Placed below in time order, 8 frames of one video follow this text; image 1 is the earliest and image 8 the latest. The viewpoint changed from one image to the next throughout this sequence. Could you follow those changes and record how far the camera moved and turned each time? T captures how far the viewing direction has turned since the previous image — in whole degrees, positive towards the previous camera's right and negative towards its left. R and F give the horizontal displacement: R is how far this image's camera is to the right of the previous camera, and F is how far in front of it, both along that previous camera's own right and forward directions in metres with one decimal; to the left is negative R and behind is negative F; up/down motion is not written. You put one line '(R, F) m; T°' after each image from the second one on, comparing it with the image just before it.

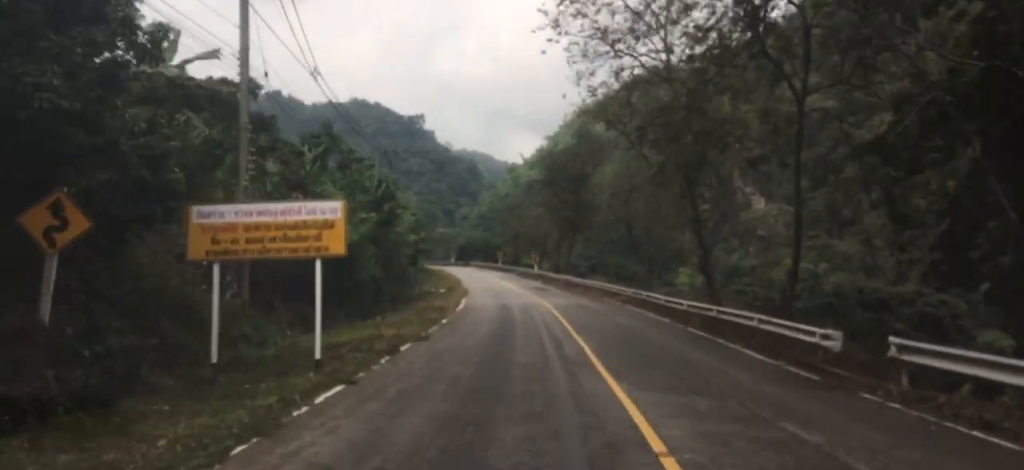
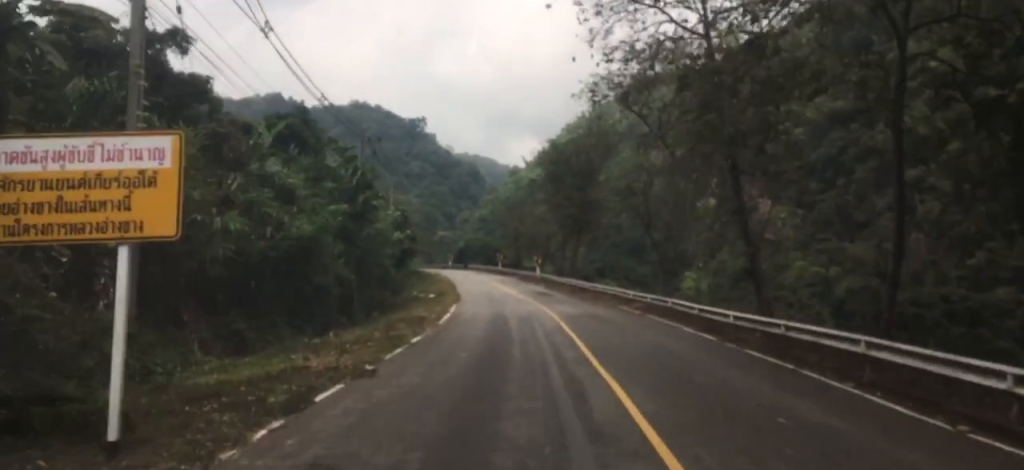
(-0.1, +6.1) m; 0°
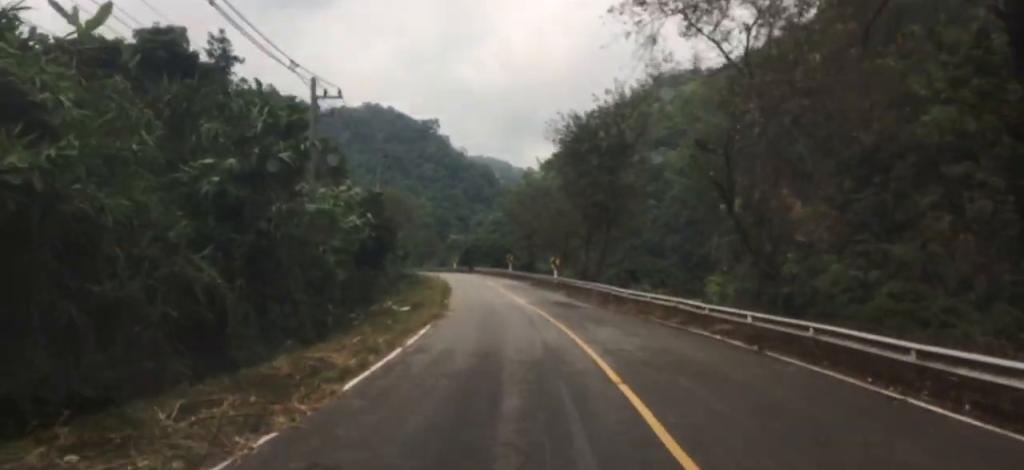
(-0.3, +13.3) m; -2°
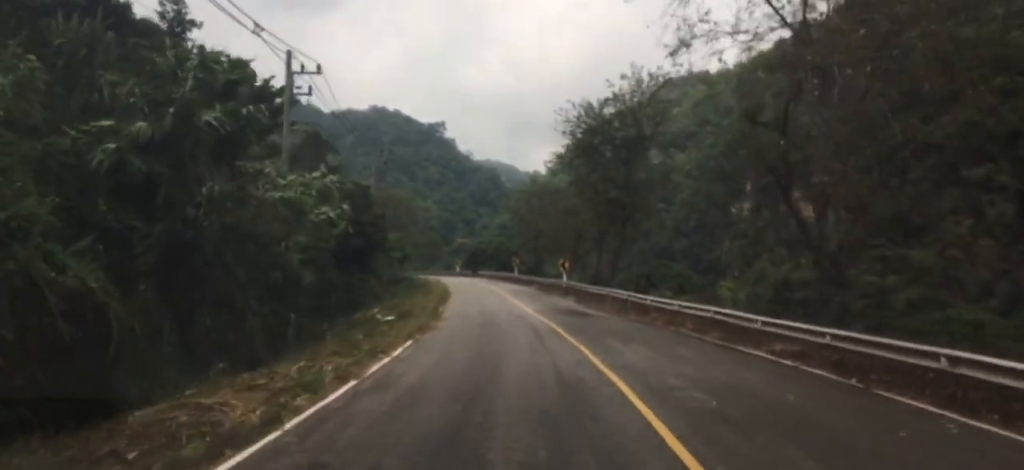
(+0.3, +4.6) m; -1°
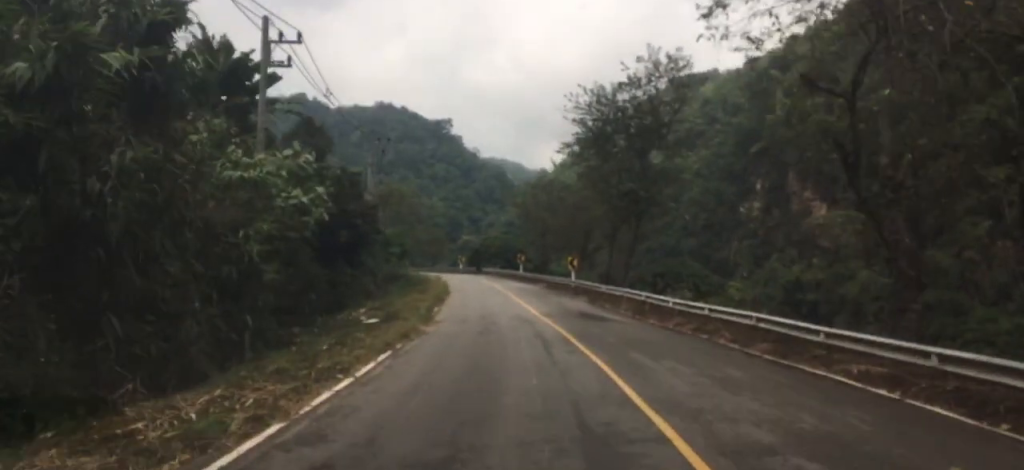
(-0.6, +8.4) m; -4°
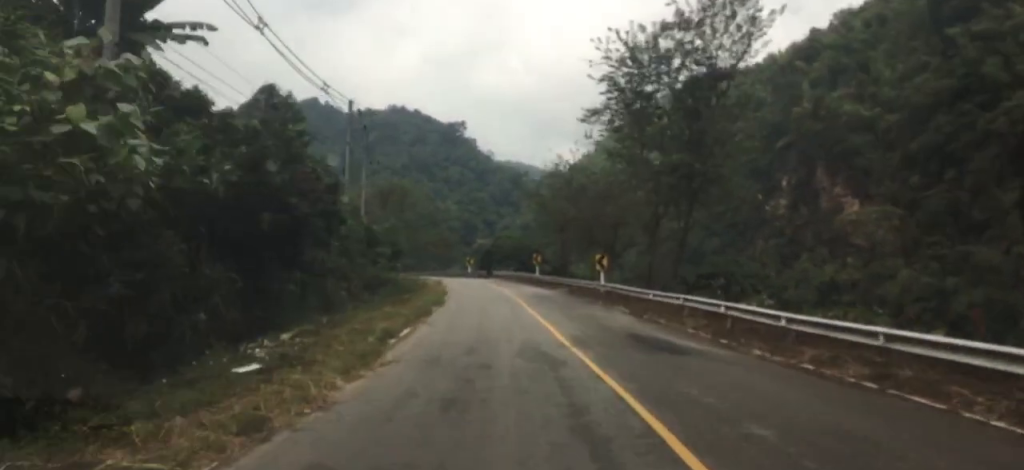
(-0.1, +5.3) m; -1°
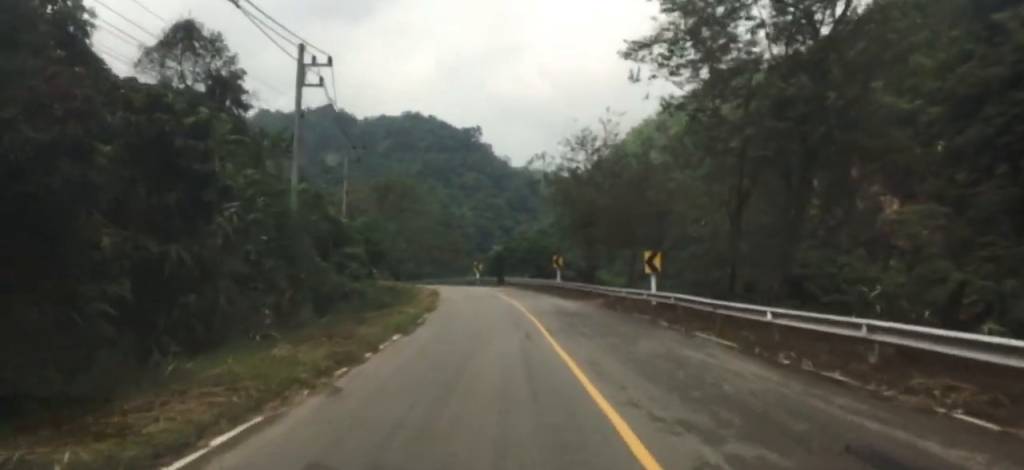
(0.0, +11.9) m; -1°
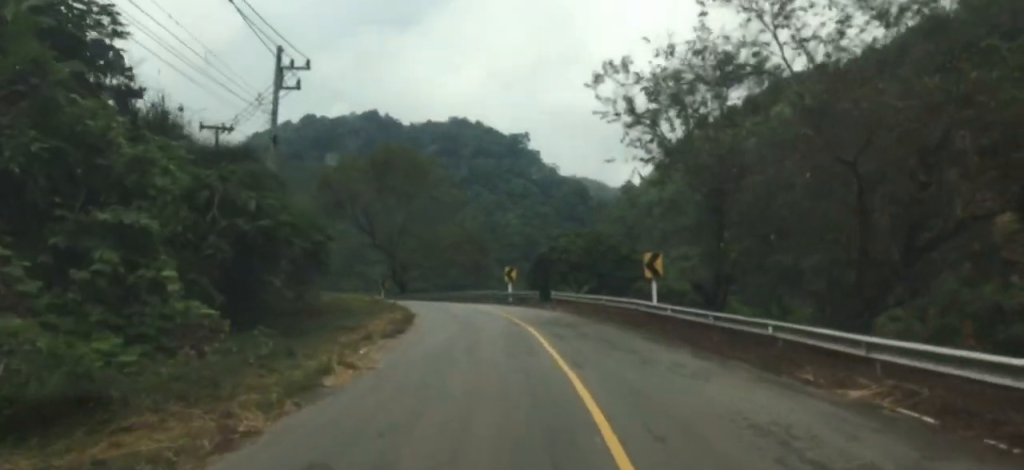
(-0.7, +24.5) m; -3°
